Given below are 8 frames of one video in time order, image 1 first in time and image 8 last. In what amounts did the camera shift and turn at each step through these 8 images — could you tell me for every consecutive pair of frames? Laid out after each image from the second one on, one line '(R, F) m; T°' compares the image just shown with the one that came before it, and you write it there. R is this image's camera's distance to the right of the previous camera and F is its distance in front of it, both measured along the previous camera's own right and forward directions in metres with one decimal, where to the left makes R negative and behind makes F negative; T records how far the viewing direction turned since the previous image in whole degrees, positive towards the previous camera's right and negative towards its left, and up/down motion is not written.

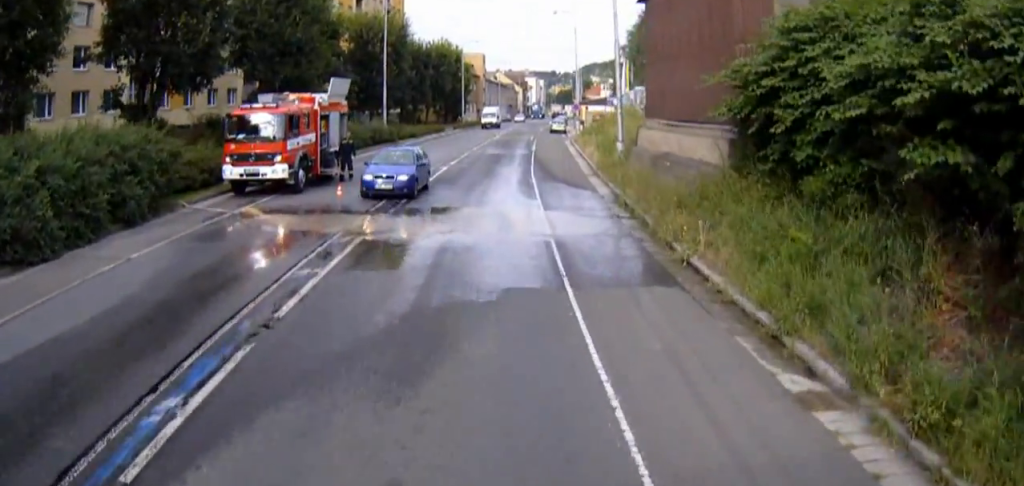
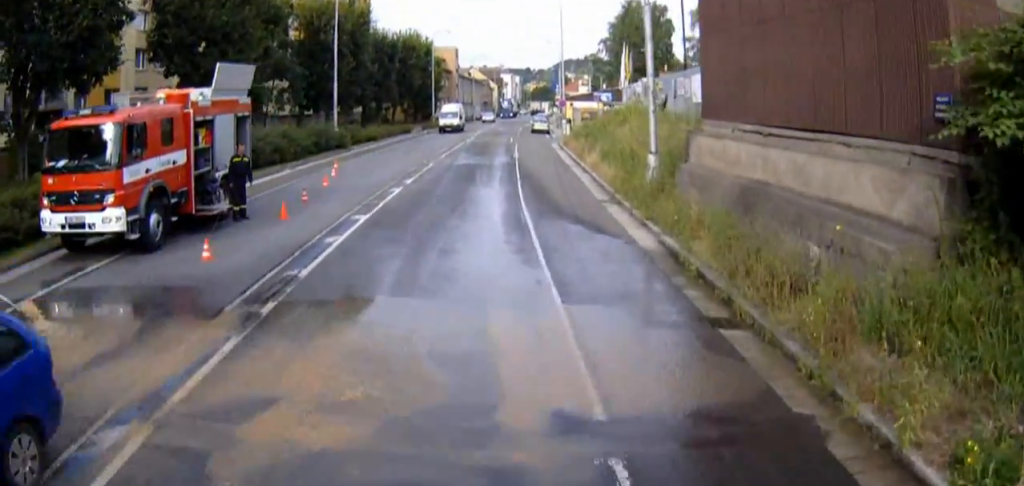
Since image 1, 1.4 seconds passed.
(+0.2, +9.2) m; +2°
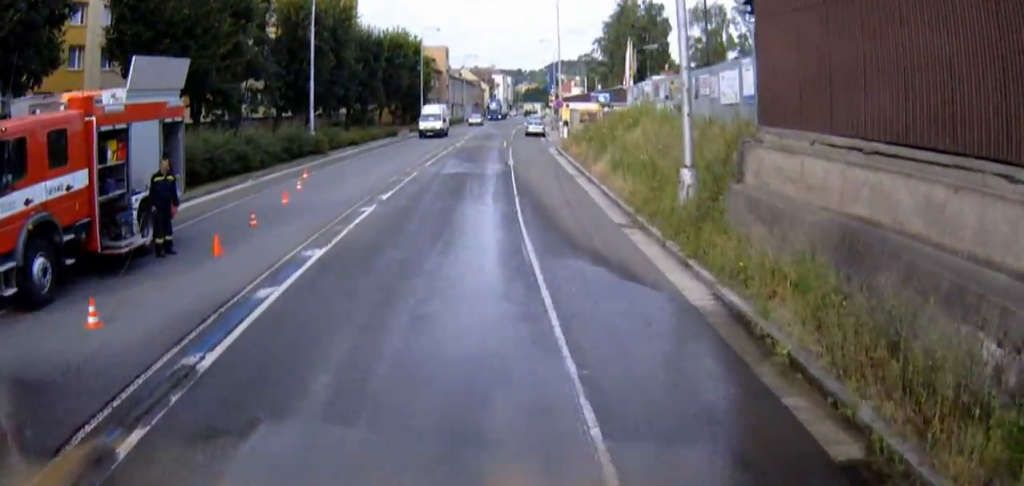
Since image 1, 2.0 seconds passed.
(+0.1, +3.5) m; -1°
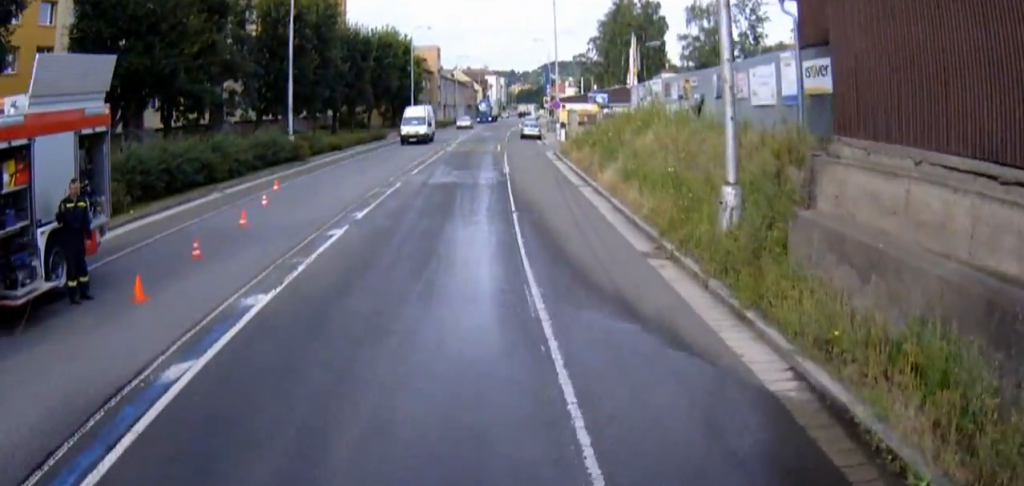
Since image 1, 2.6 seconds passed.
(+0.1, +3.1) m; -1°
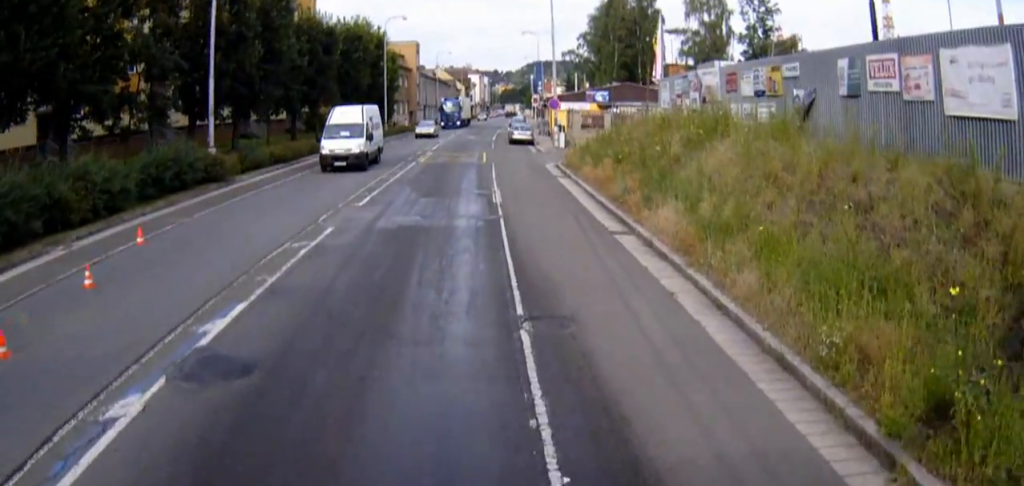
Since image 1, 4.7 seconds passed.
(-0.5, +13.5) m; -1°
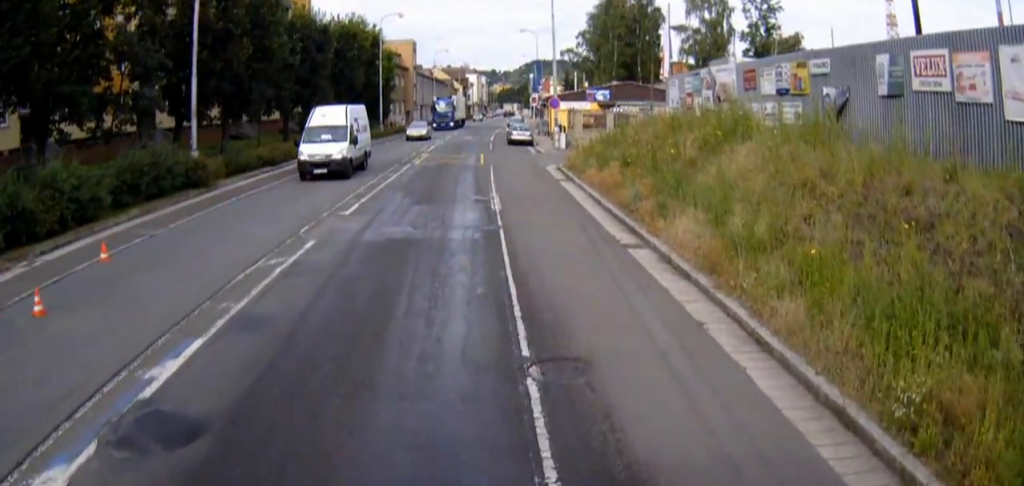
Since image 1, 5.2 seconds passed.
(+0.1, +1.8) m; -1°
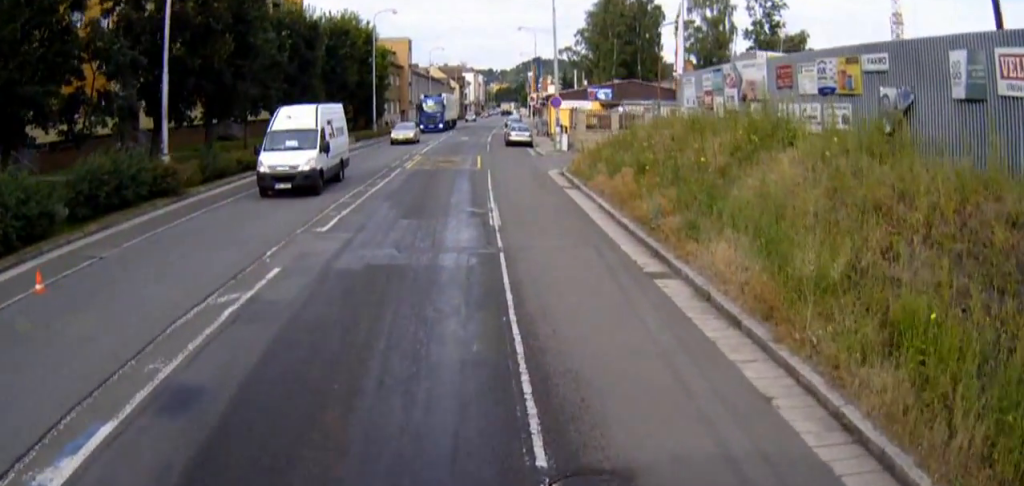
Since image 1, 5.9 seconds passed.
(-0.1, +2.6) m; 0°
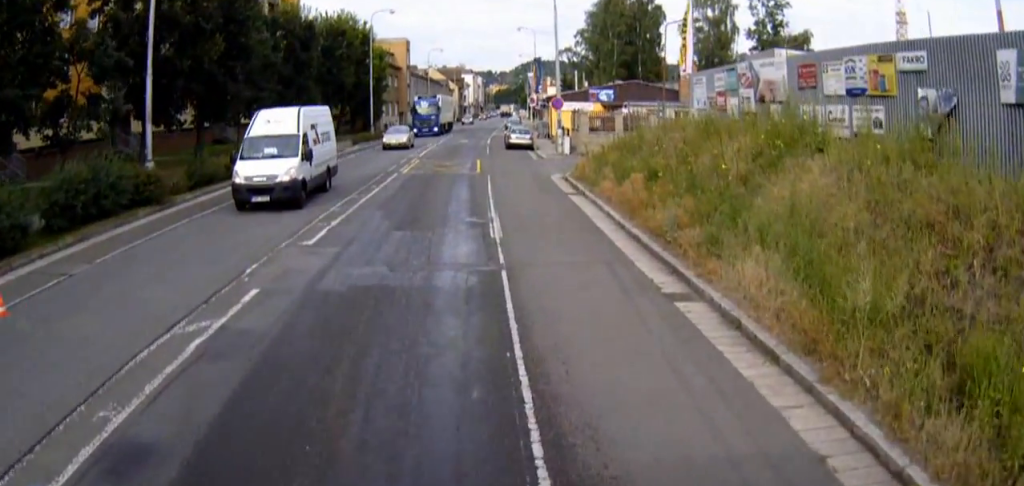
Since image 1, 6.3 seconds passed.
(-0.2, +1.2) m; +1°
